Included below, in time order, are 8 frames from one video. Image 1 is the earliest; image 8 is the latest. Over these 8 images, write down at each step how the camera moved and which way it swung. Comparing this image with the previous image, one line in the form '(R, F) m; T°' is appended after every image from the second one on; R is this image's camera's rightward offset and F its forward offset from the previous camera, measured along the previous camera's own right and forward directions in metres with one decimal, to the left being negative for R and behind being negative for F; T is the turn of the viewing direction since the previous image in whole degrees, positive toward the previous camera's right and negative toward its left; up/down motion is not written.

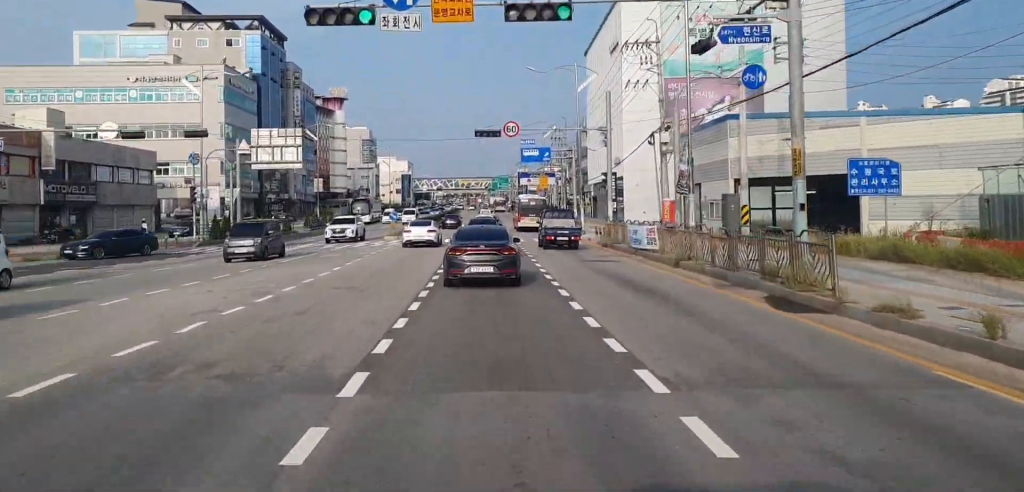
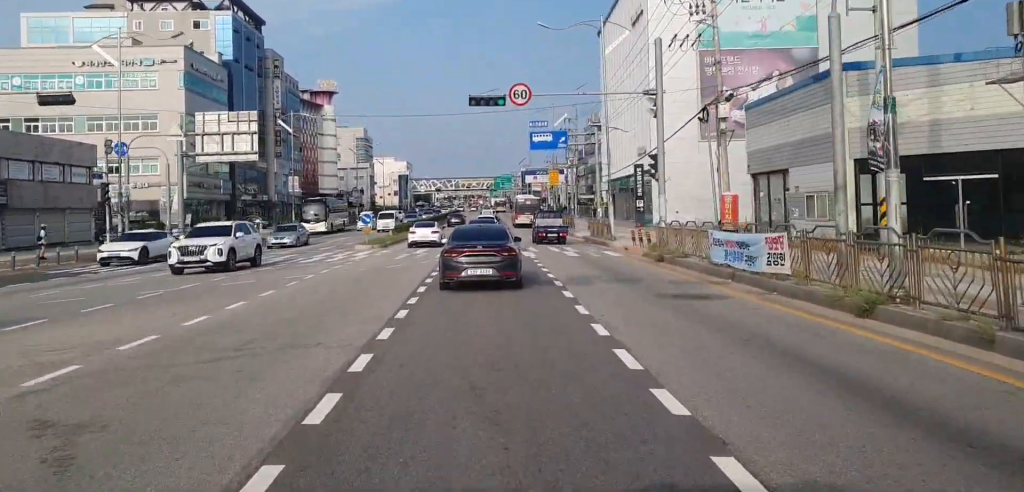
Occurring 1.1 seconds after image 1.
(-0.2, +12.6) m; 0°
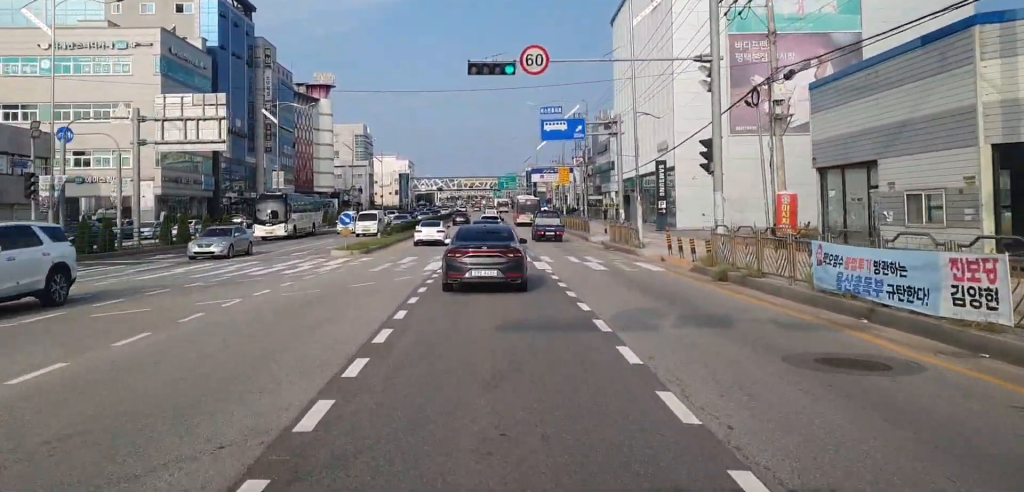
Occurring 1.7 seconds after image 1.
(+0.1, +6.9) m; 0°
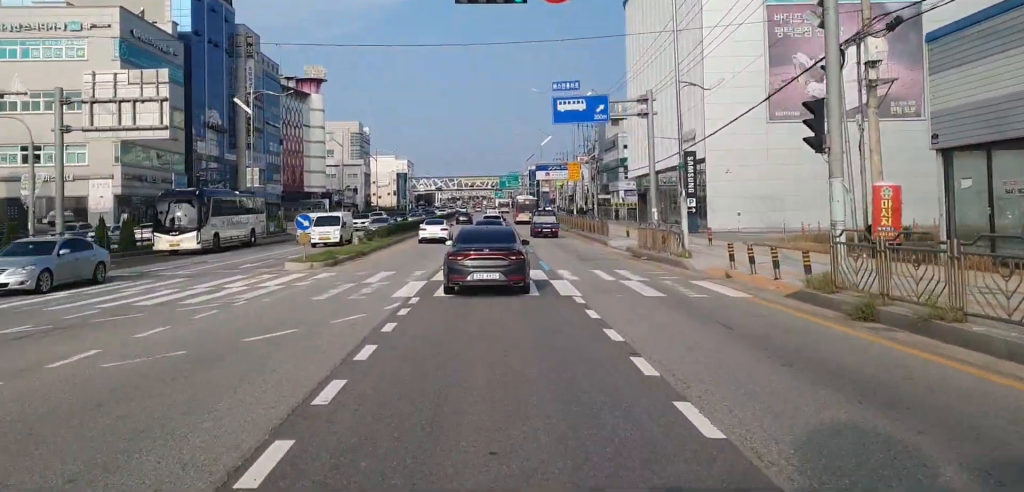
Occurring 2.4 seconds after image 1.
(+0.3, +8.4) m; 0°
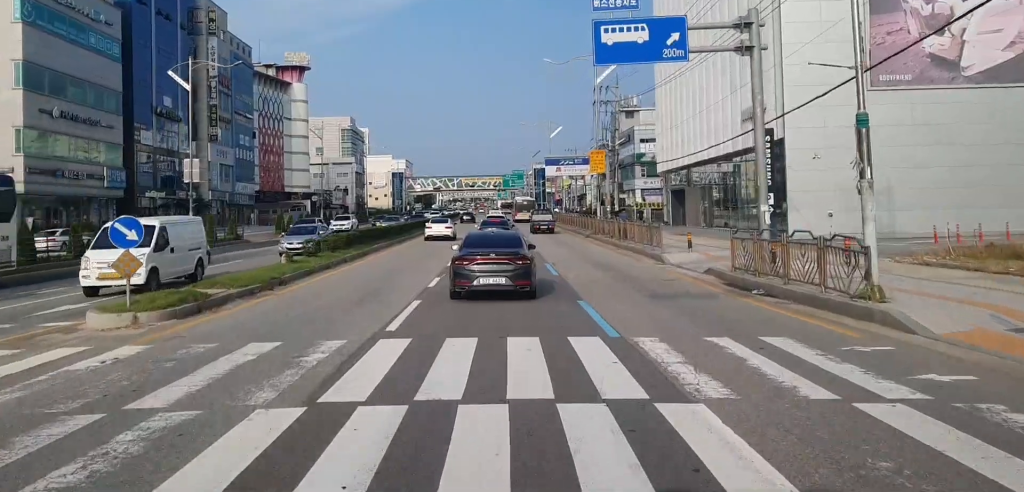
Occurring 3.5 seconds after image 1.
(-0.4, +12.8) m; +1°
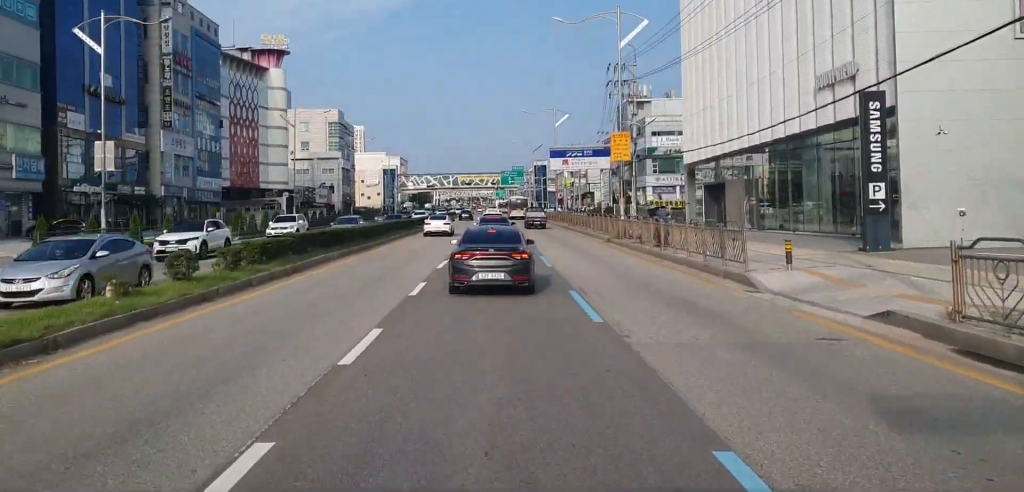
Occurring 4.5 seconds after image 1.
(+0.4, +10.9) m; +2°
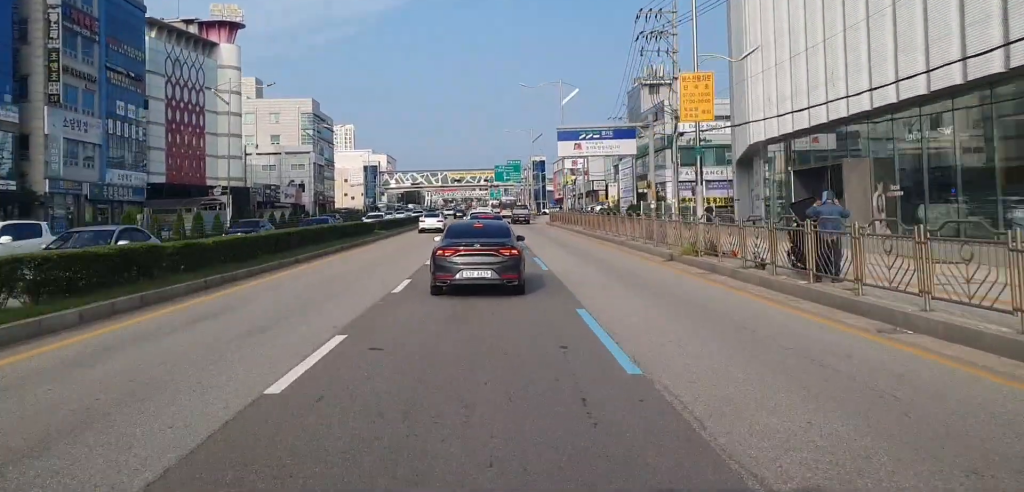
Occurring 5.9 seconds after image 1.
(-0.5, +16.4) m; -2°
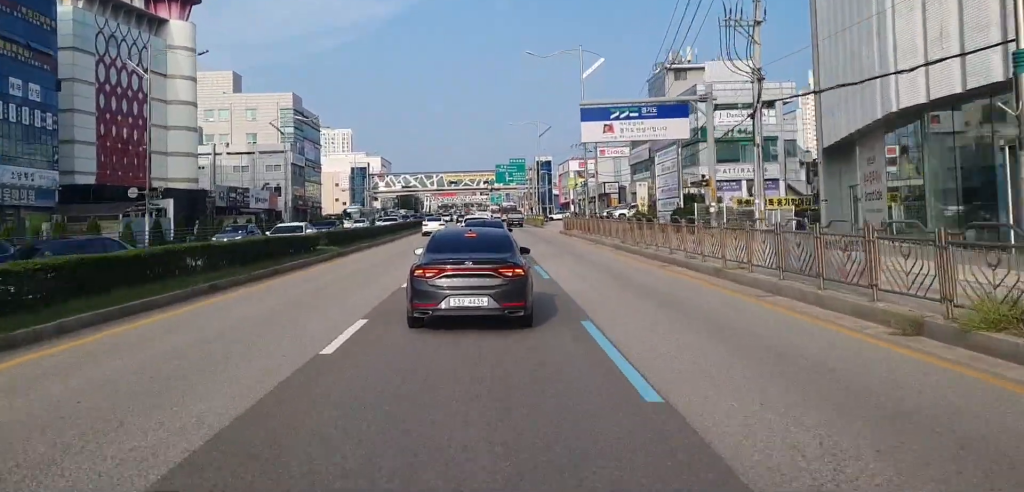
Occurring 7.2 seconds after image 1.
(+0.4, +14.6) m; -1°
